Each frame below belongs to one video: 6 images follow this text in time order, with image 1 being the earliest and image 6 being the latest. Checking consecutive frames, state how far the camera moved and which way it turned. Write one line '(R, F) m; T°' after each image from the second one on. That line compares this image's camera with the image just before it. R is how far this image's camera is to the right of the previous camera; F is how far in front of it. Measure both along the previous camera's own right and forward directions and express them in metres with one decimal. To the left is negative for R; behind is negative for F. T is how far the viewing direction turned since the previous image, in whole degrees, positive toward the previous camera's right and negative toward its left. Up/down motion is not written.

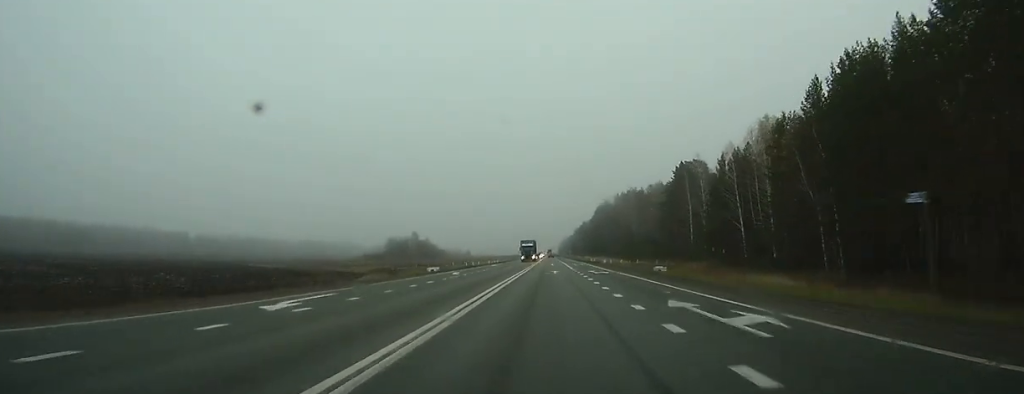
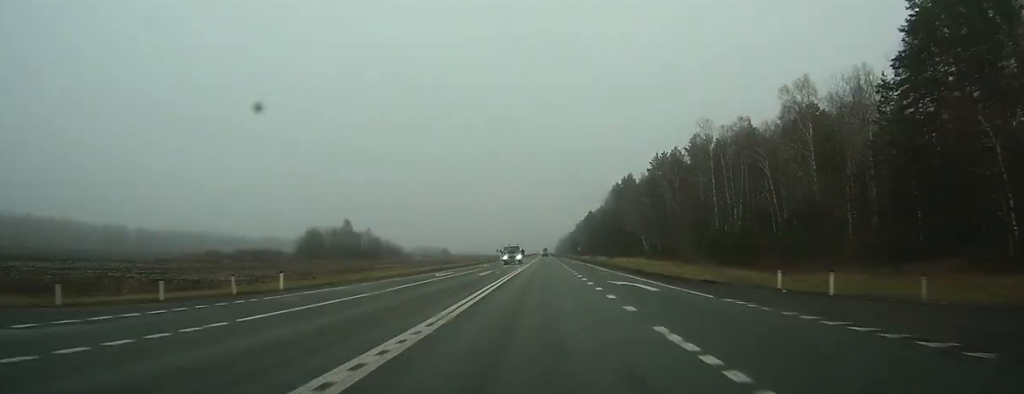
(+0.3, +101.1) m; 0°
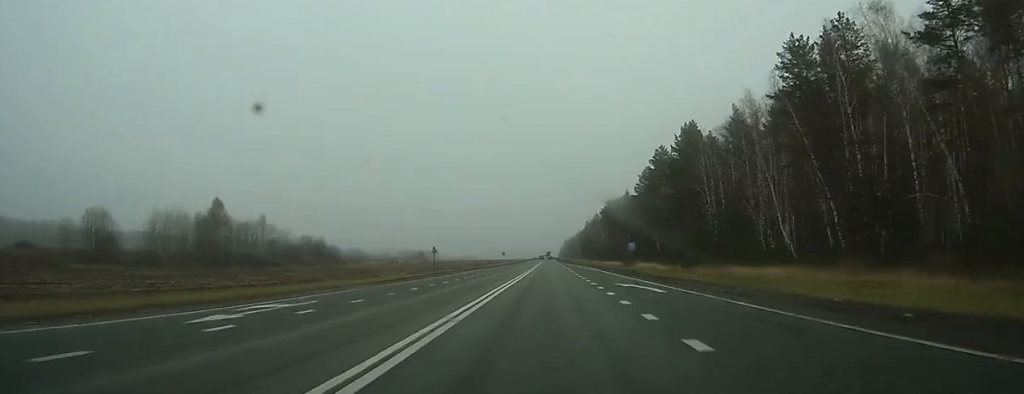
(+0.1, +88.7) m; 0°
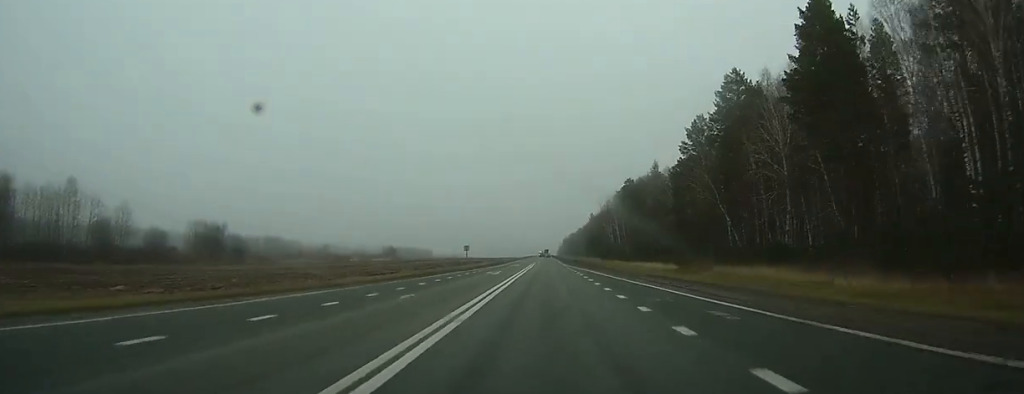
(+0.1, +61.9) m; 0°
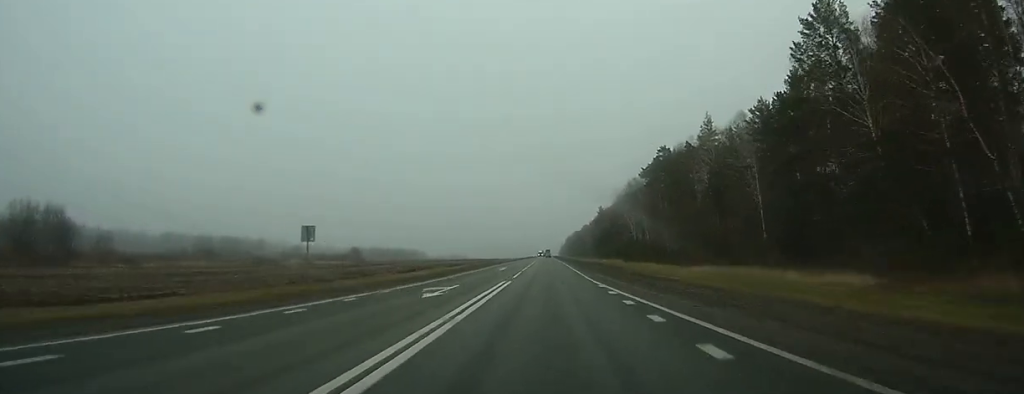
(0.0, +54.8) m; 0°
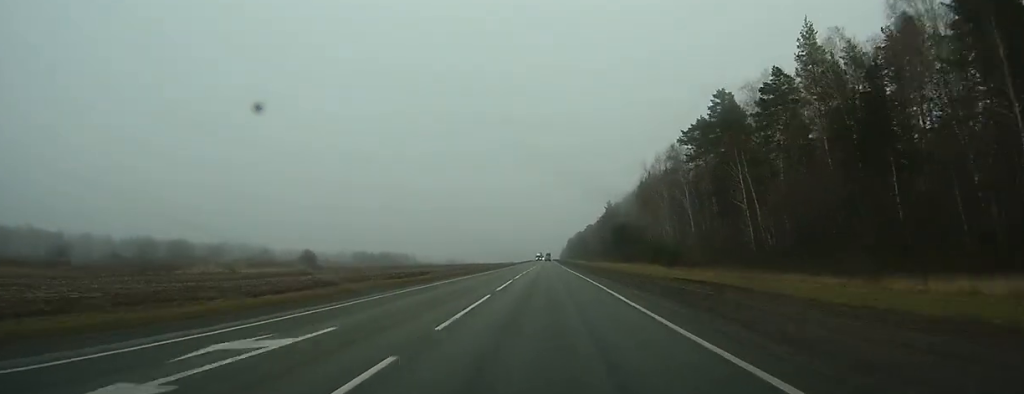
(-0.2, +47.7) m; 0°
